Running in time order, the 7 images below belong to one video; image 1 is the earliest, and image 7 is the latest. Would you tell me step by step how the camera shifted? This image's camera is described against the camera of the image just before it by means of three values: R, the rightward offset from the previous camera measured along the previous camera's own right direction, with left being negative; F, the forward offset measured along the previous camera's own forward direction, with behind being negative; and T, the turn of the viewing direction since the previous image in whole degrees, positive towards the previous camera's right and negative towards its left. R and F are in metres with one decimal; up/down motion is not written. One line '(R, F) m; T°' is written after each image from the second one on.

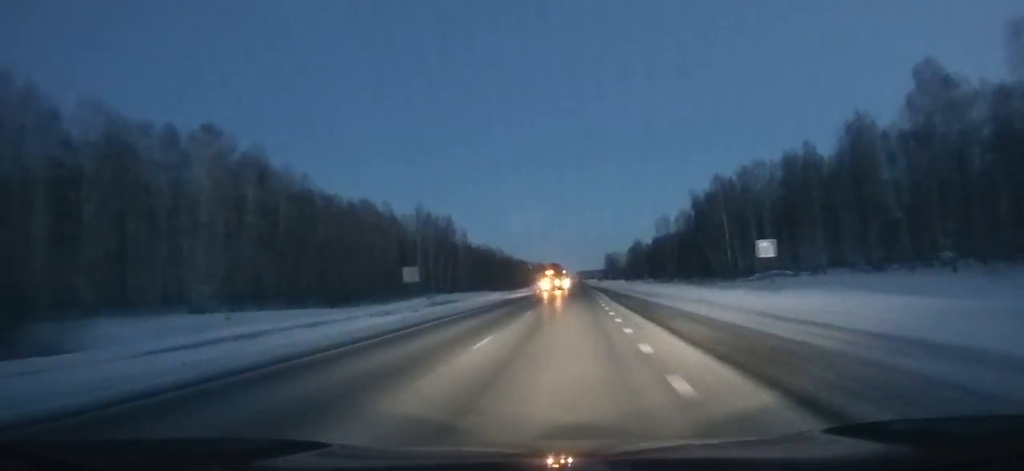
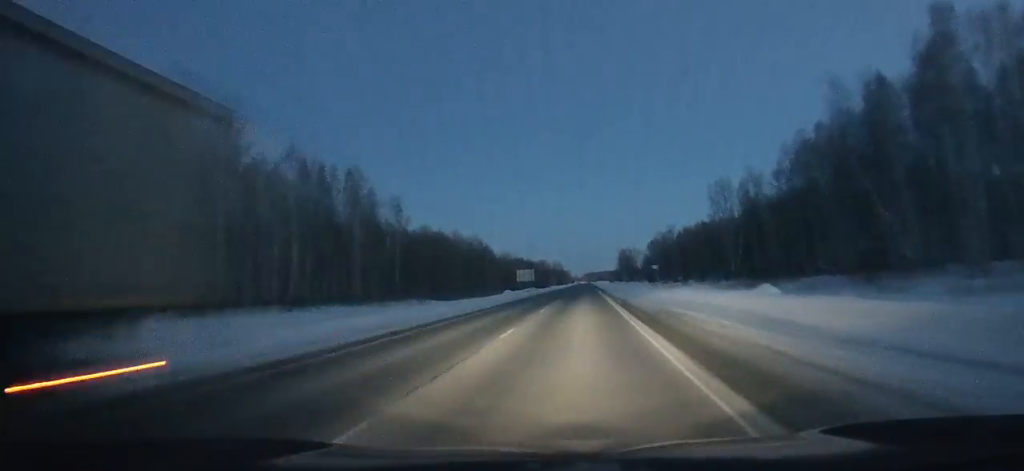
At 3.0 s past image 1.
(-0.2, +82.5) m; 0°
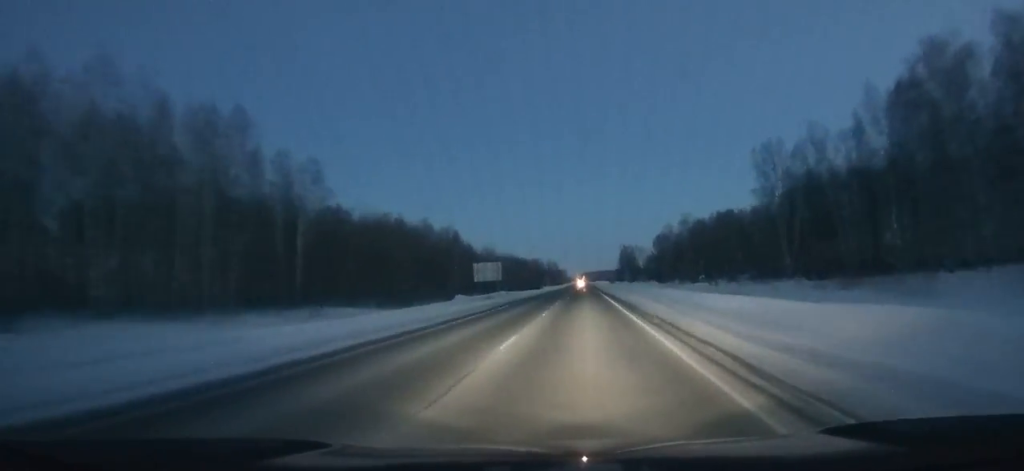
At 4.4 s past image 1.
(0.0, +38.6) m; 0°
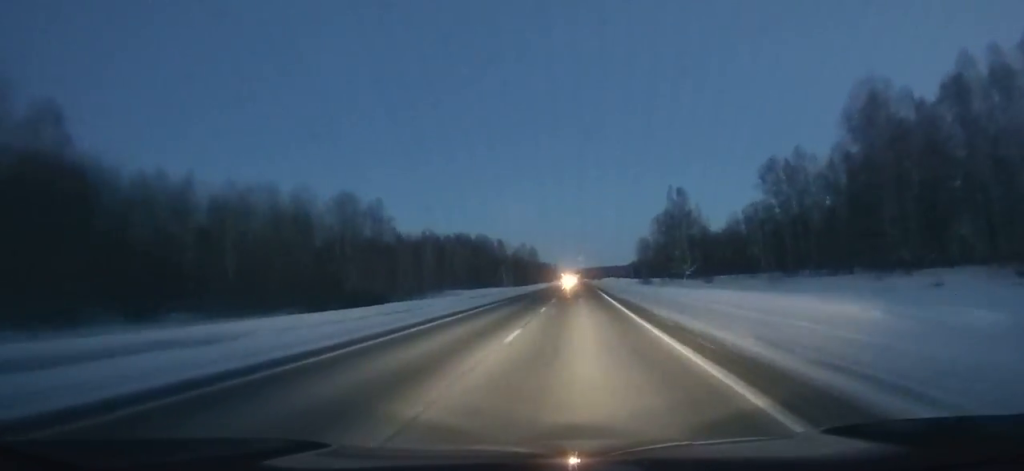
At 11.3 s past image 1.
(+0.6, +192.9) m; 0°
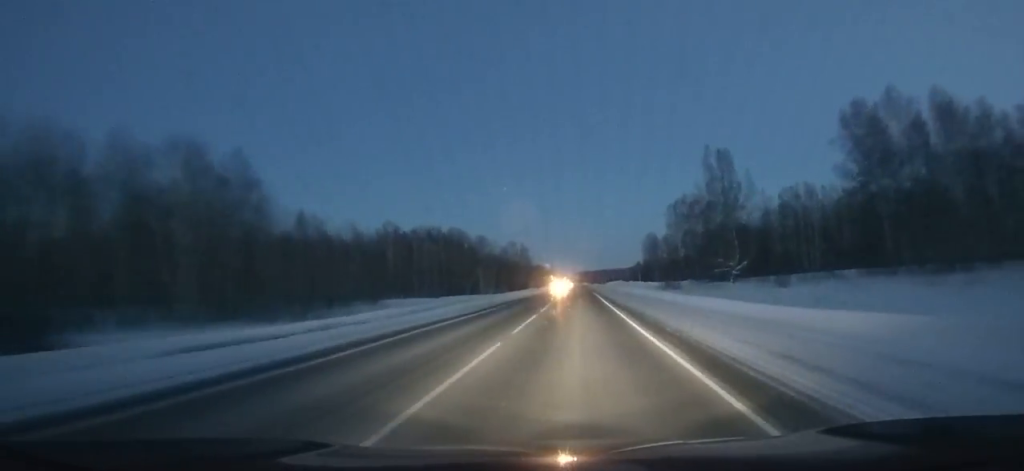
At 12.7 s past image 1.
(+0.1, +39.7) m; 0°
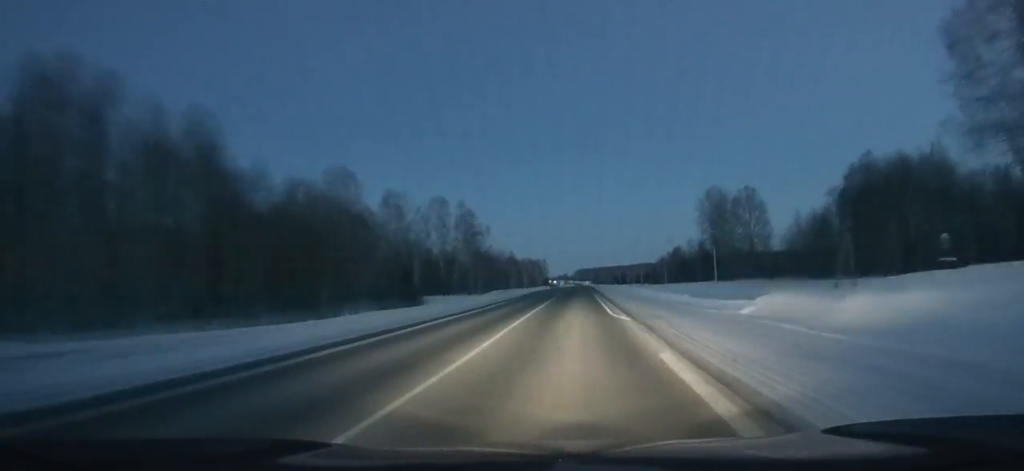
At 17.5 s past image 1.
(-0.2, +137.0) m; 0°
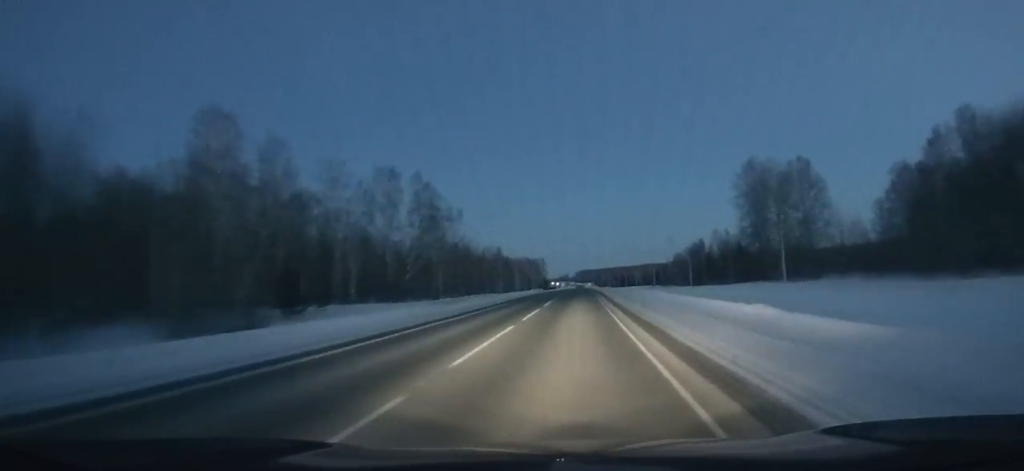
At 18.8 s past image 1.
(+0.1, +37.4) m; 0°
